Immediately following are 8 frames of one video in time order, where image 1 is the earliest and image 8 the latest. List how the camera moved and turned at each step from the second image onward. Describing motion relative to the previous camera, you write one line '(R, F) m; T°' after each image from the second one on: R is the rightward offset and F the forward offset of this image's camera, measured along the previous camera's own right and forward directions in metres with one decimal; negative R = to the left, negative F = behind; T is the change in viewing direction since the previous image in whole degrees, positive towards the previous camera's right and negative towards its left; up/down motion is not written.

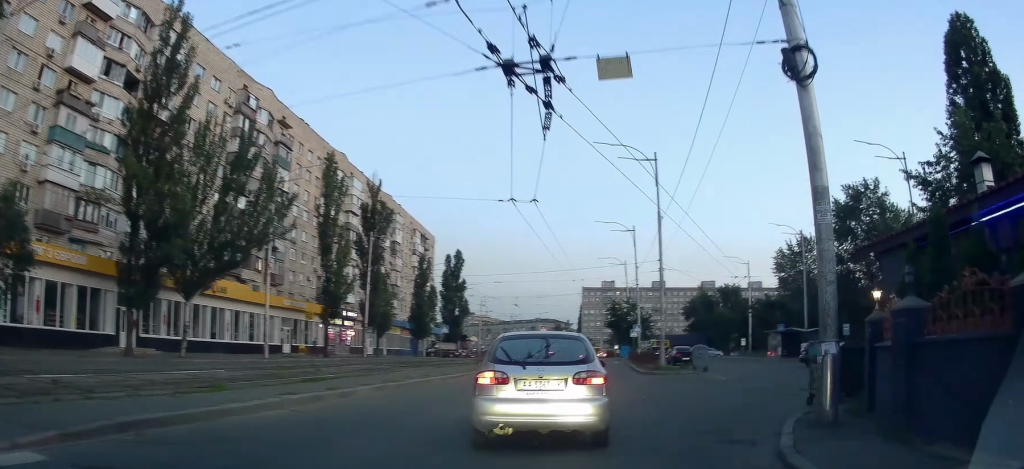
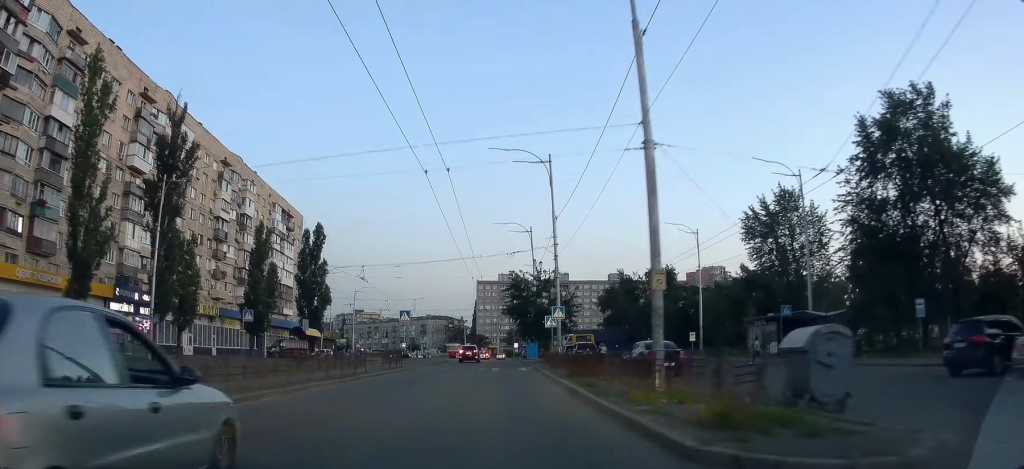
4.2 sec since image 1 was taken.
(+0.4, +23.7) m; 0°
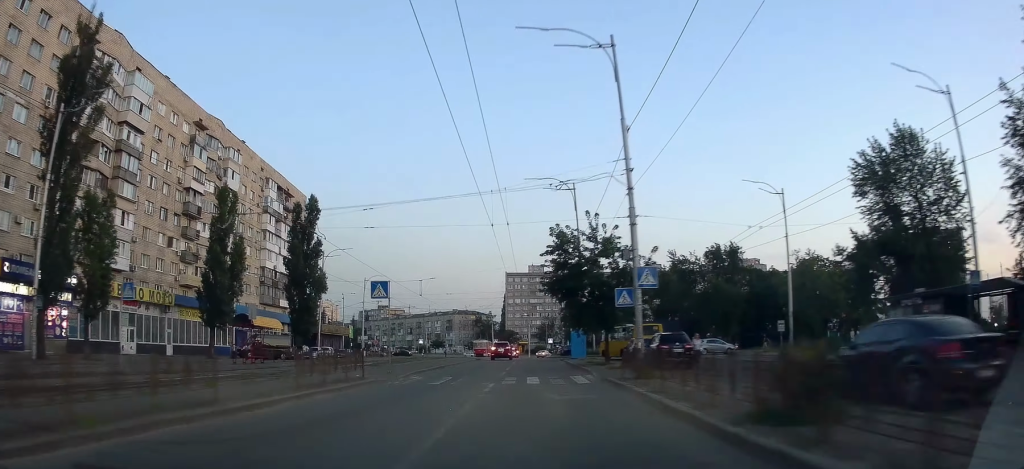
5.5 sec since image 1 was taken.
(-0.1, +13.5) m; -1°
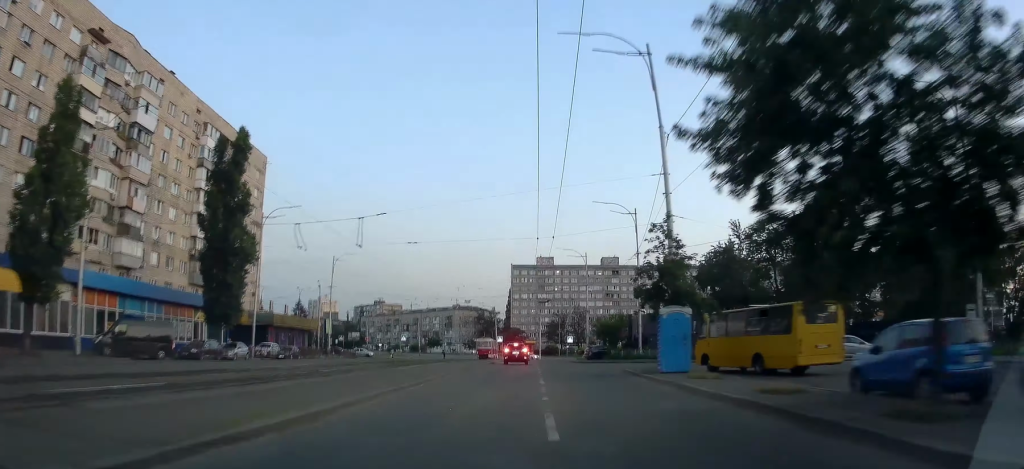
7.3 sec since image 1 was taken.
(-0.2, +20.9) m; -1°
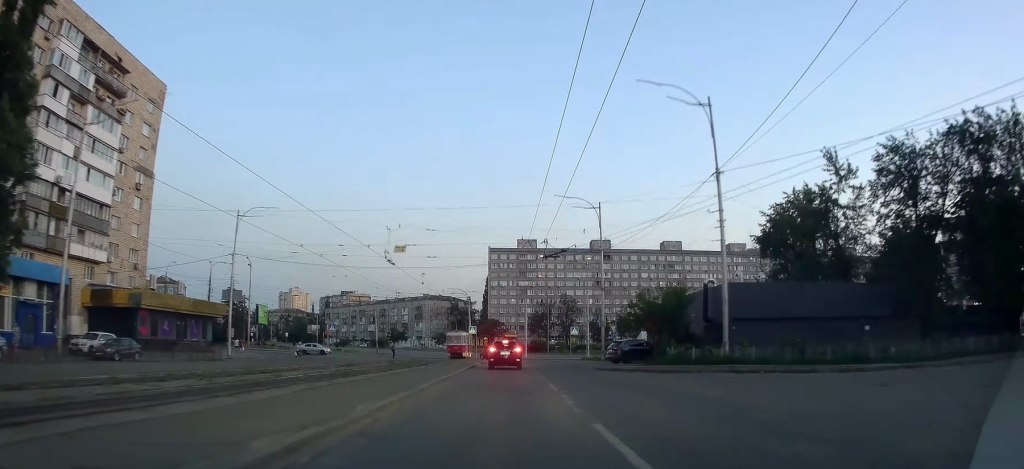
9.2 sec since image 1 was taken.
(-0.2, +22.8) m; 0°
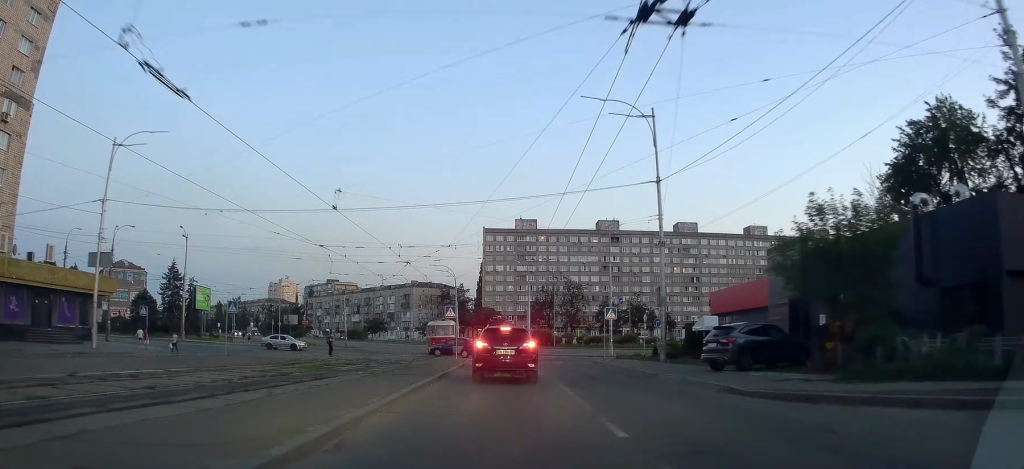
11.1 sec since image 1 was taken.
(+0.1, +19.0) m; +1°
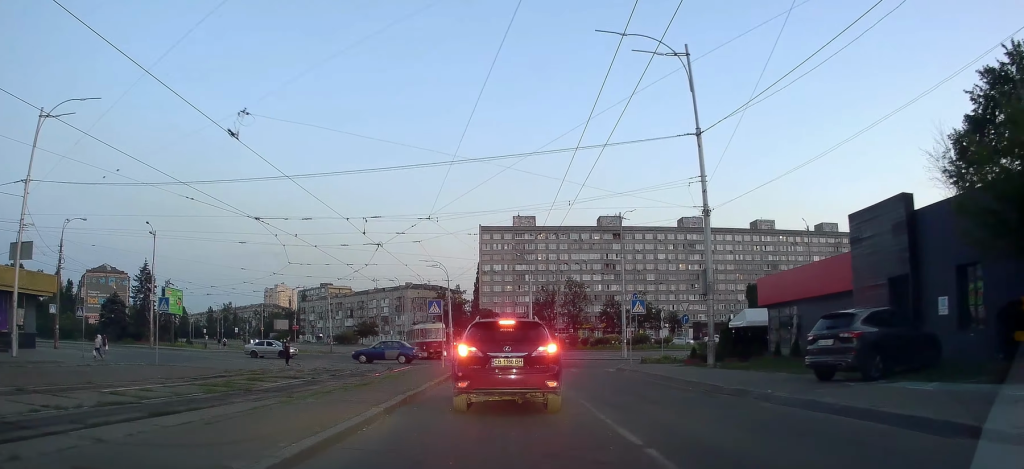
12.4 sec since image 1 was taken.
(+0.1, +9.5) m; +1°
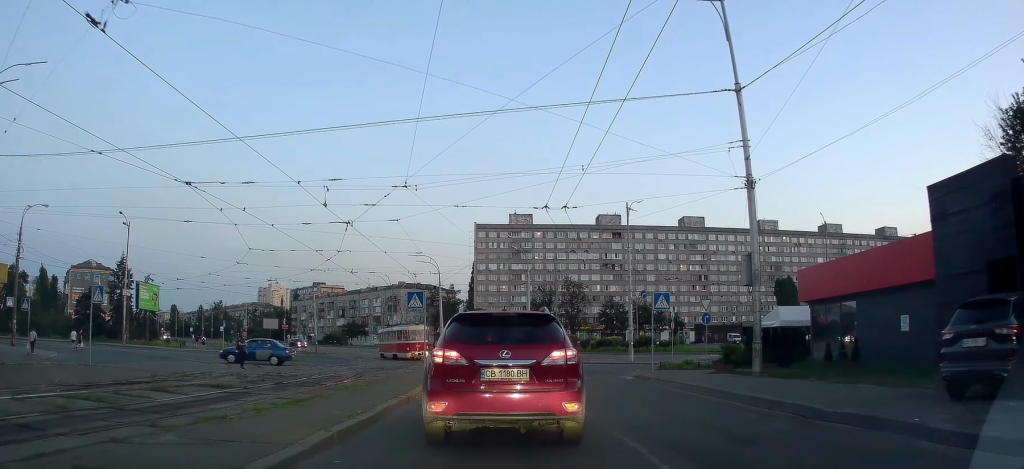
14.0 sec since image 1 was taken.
(0.0, +8.0) m; +1°
